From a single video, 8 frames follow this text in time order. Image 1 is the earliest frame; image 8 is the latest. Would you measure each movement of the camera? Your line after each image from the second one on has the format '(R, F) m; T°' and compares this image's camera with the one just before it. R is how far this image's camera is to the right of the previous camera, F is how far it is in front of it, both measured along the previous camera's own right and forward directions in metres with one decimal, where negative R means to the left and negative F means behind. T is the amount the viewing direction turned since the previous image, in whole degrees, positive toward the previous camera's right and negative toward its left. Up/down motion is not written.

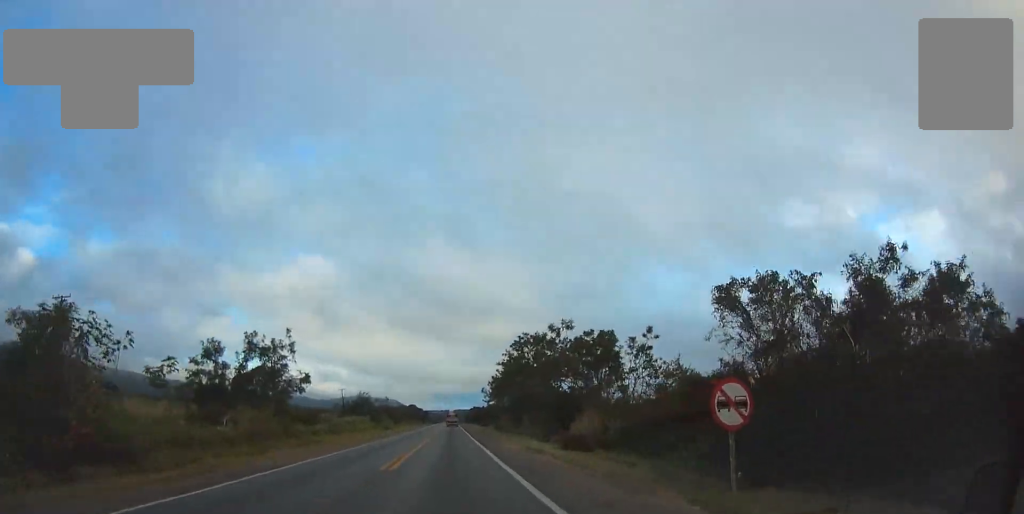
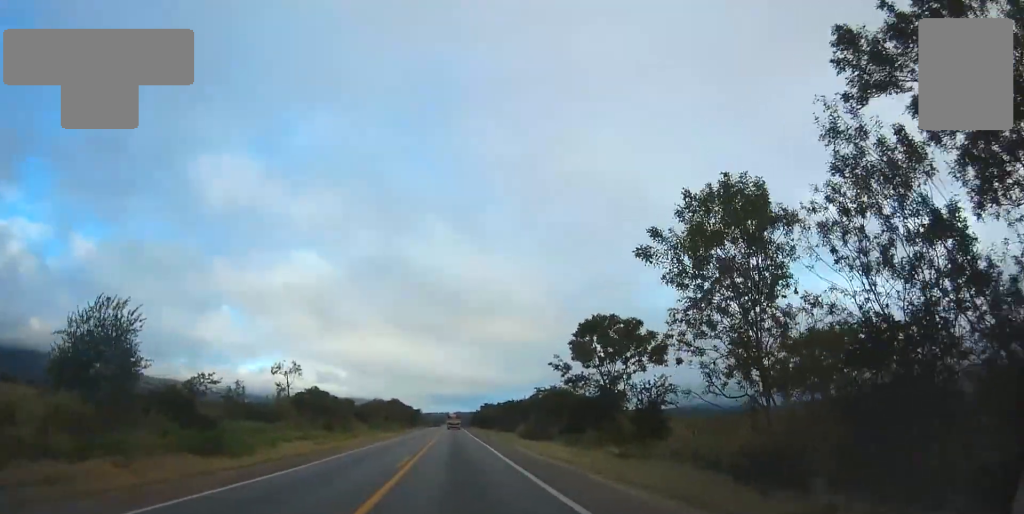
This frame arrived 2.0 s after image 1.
(-1.2, +63.3) m; -1°
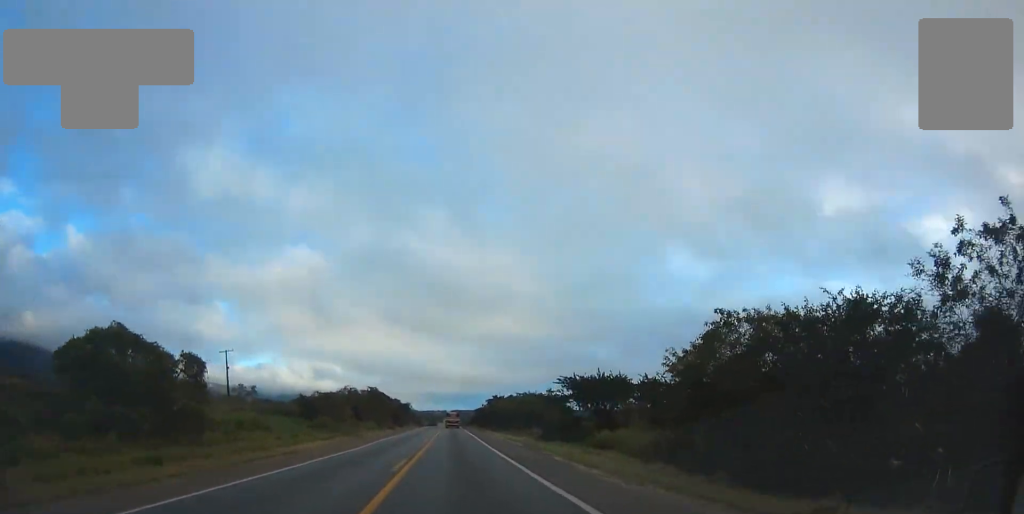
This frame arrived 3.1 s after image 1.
(0.0, +34.1) m; 0°
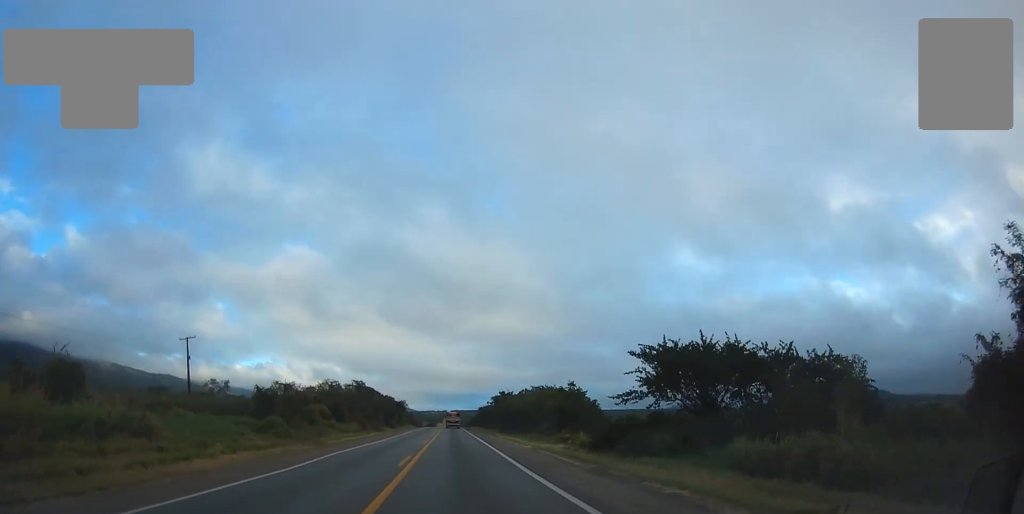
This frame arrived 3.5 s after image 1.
(-0.1, +14.4) m; 0°
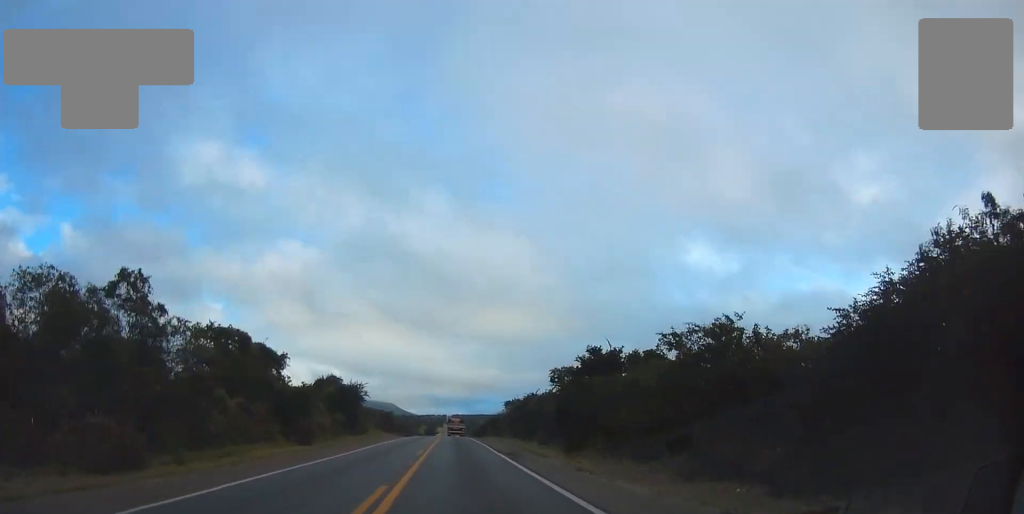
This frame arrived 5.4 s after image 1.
(+0.8, +58.2) m; +1°
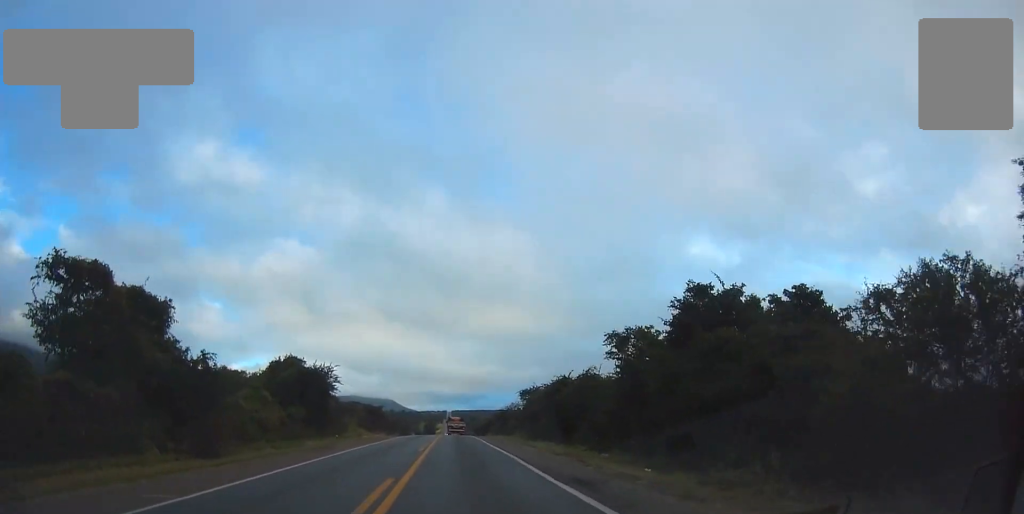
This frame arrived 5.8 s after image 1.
(-0.1, +15.1) m; -1°
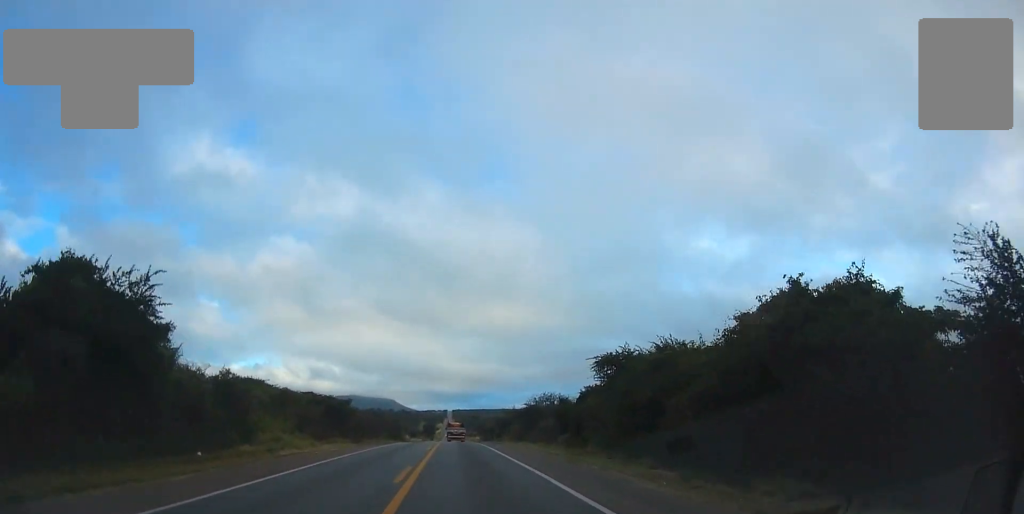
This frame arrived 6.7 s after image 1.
(-0.3, +27.6) m; -1°
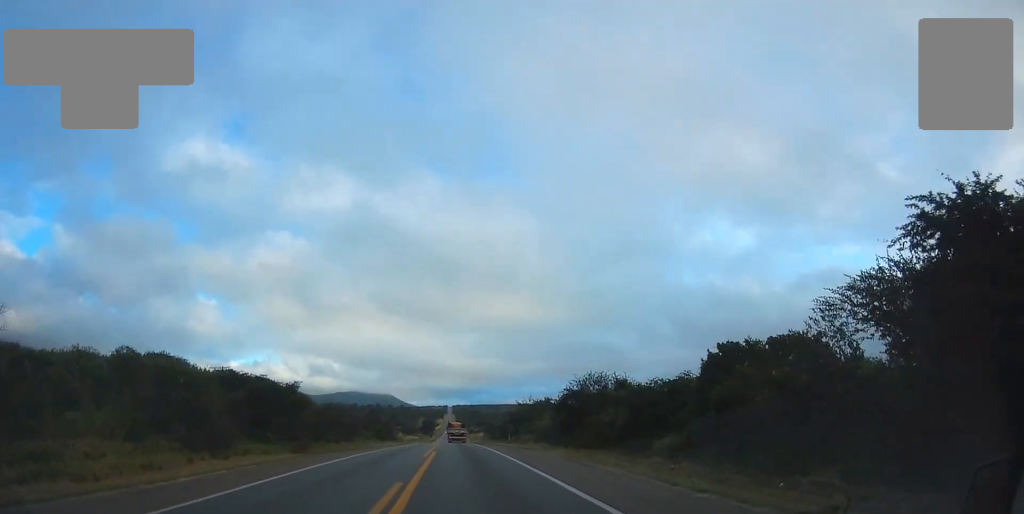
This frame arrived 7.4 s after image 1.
(-0.3, +20.3) m; 0°
